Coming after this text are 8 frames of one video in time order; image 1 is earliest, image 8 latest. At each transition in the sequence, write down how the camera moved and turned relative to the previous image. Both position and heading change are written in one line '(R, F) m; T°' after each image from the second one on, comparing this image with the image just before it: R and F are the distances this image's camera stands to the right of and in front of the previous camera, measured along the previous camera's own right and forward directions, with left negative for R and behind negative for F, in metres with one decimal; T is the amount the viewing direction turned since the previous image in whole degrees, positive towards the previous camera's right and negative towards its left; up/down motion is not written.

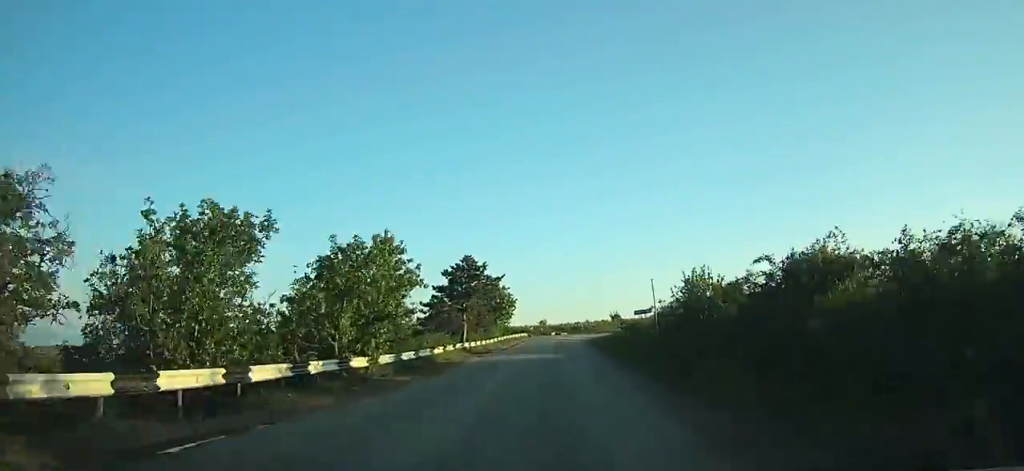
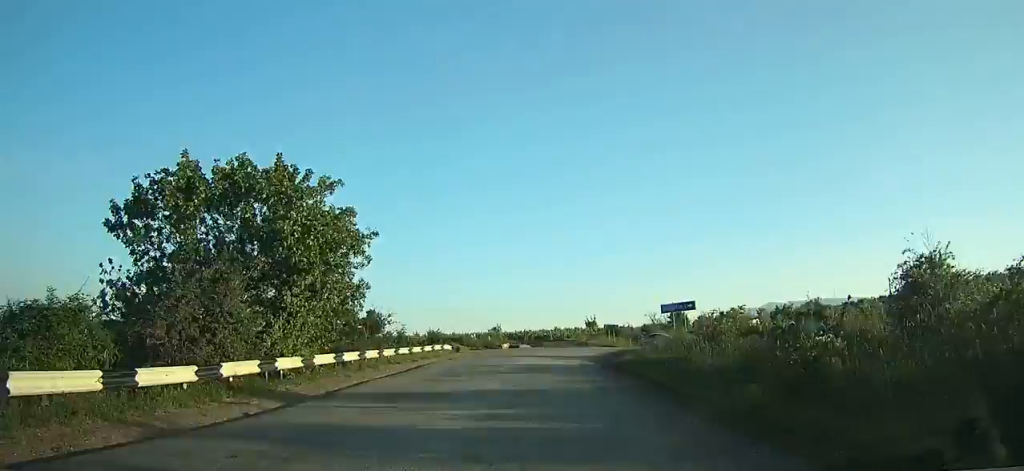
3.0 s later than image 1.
(+2.4, +37.6) m; +5°
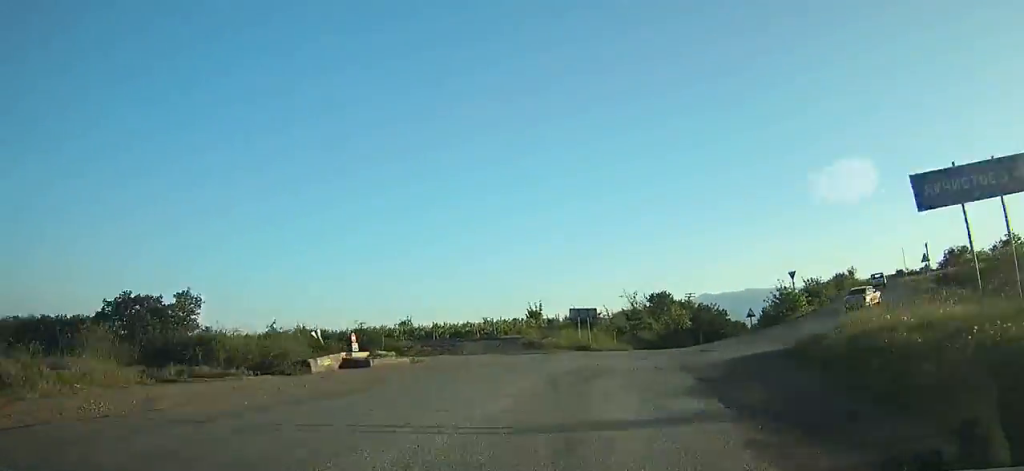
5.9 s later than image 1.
(+1.0, +30.5) m; +5°
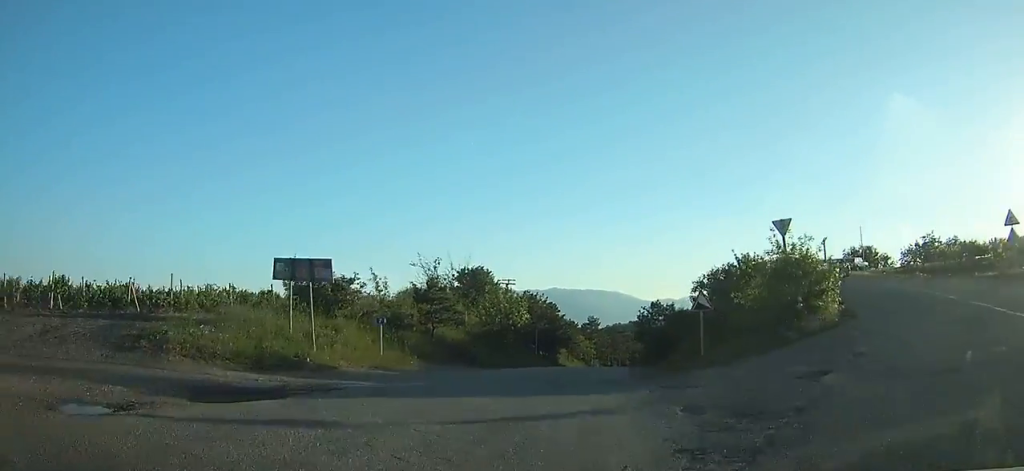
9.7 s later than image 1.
(+4.0, +28.7) m; +16°
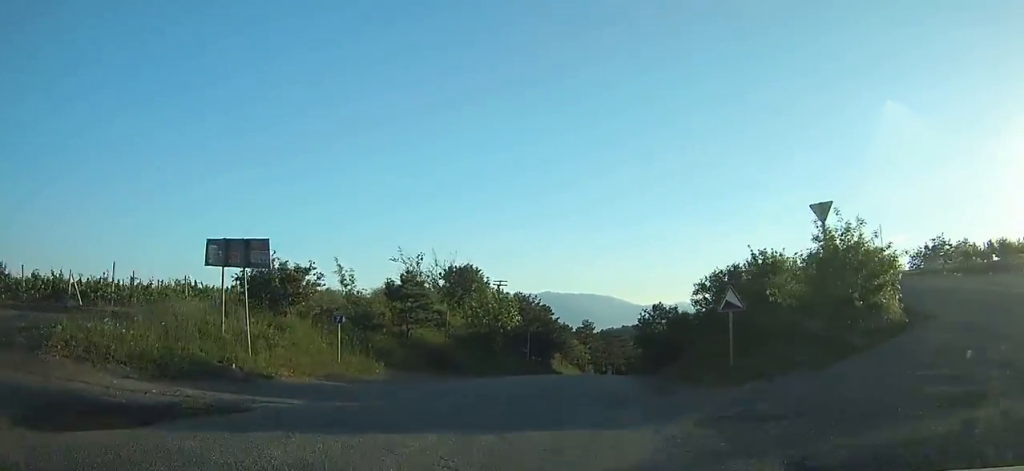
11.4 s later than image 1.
(+1.3, +10.8) m; +7°
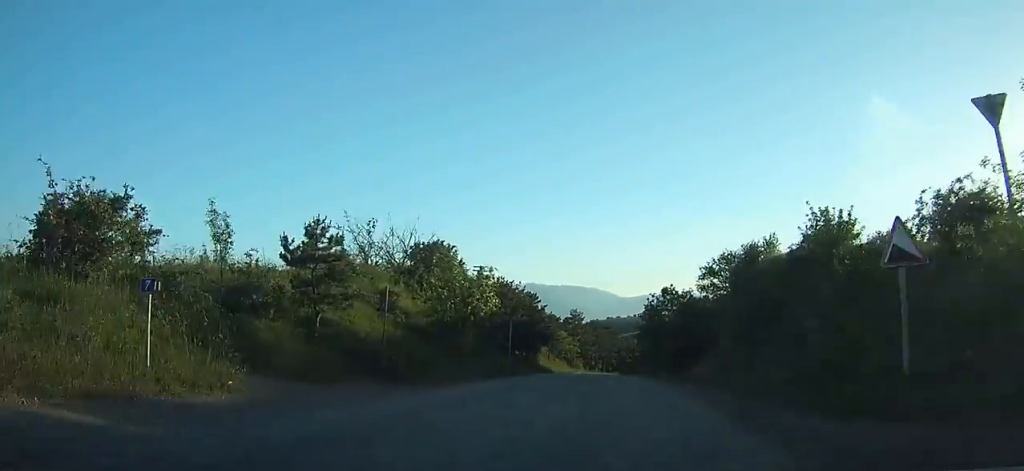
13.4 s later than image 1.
(+0.8, +14.0) m; +3°
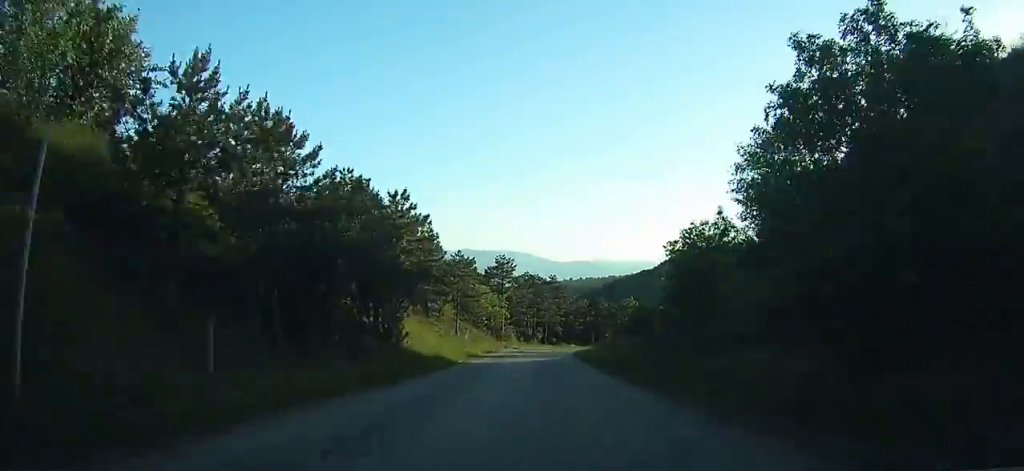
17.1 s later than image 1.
(+0.7, +30.3) m; +2°
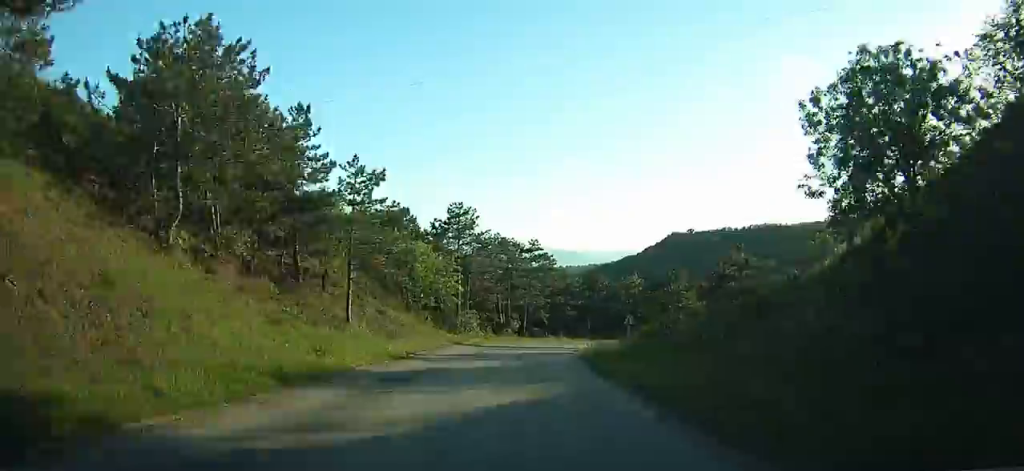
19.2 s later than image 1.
(+0.1, +20.5) m; +7°
